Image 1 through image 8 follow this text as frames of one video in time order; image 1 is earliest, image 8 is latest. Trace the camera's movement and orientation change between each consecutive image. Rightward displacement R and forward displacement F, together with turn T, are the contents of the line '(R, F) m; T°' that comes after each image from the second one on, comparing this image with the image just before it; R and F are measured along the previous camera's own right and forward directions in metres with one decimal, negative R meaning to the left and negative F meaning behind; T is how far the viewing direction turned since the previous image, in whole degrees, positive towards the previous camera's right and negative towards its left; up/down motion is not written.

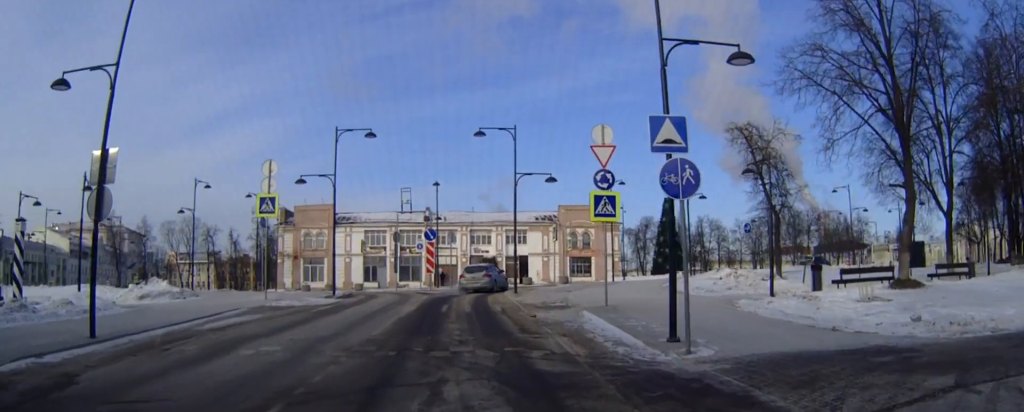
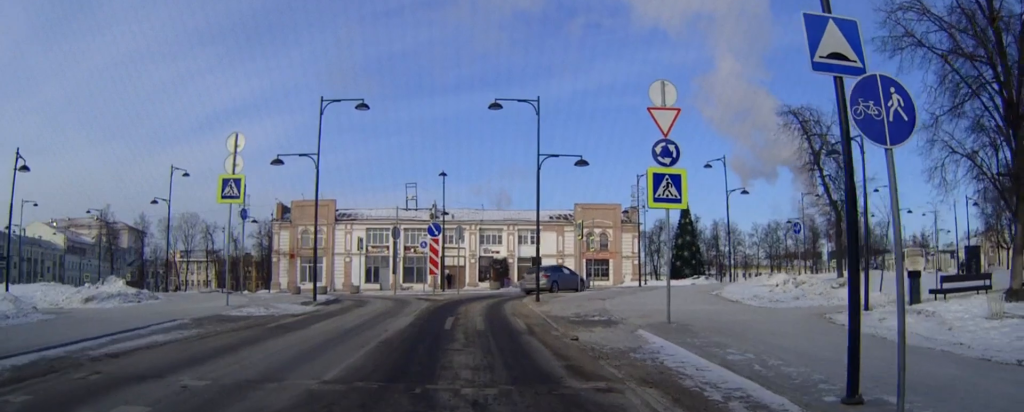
(0.0, +6.0) m; 0°
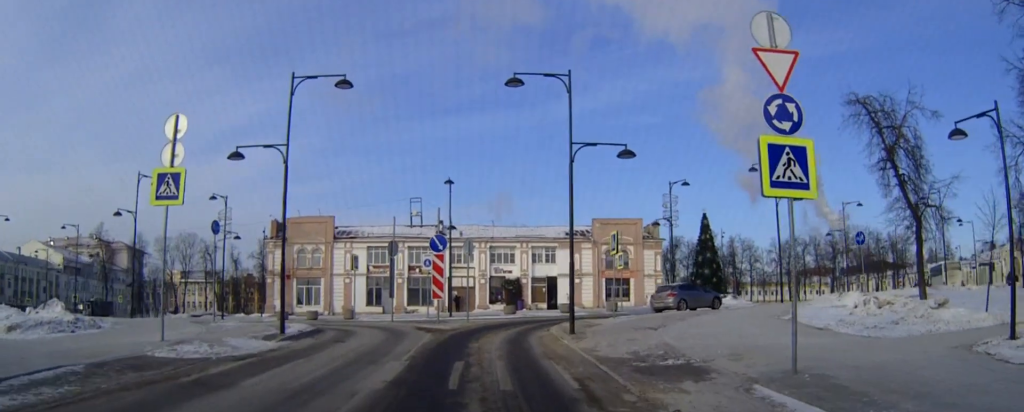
(-0.1, +6.4) m; -1°
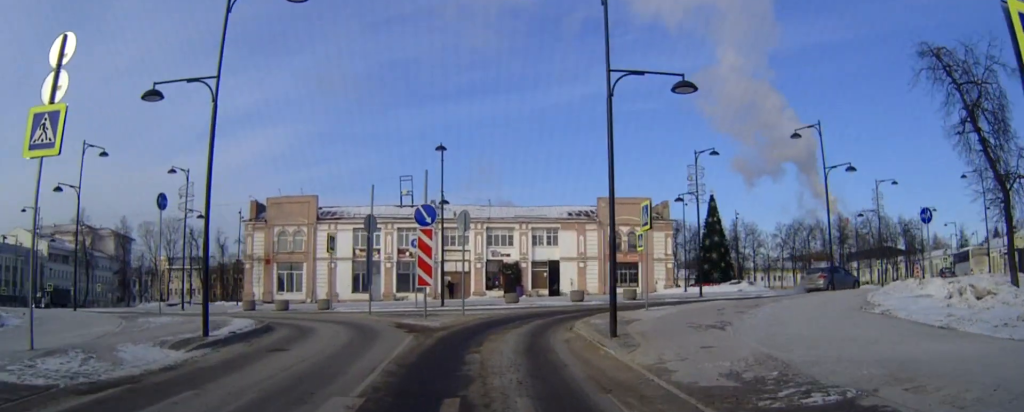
(0.0, +5.9) m; +2°
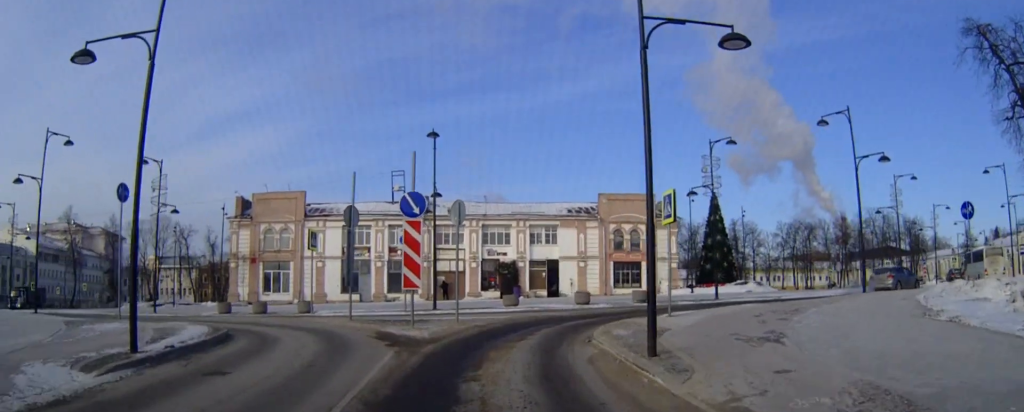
(0.0, +3.1) m; +1°
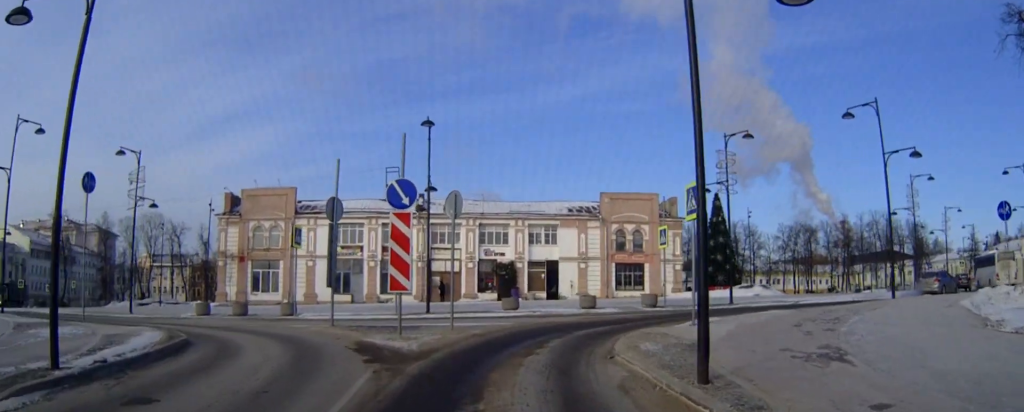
(0.0, +2.4) m; +1°
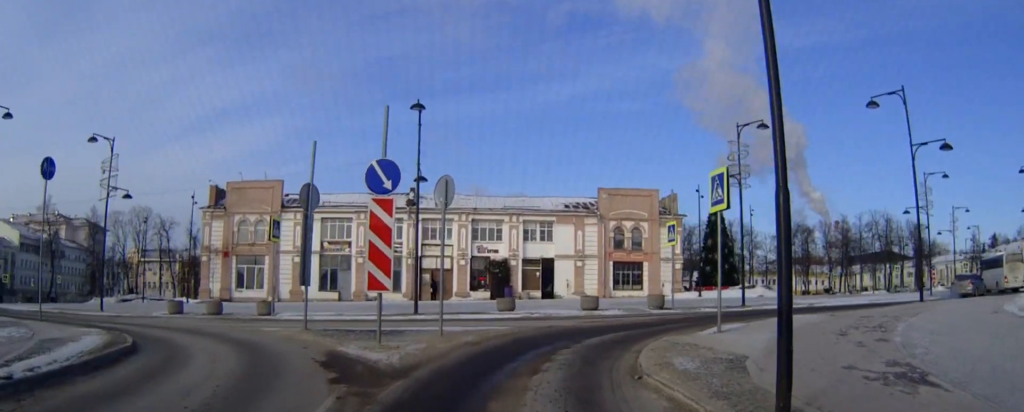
(0.0, +2.4) m; 0°
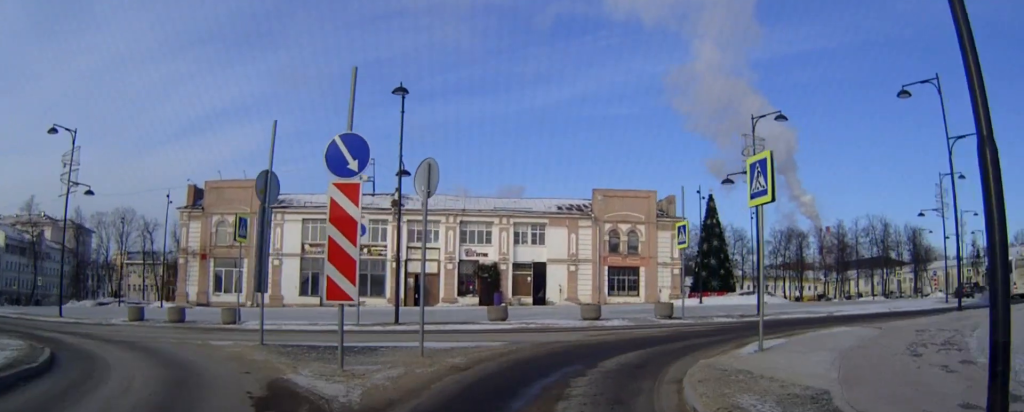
(0.0, +2.9) m; +1°
